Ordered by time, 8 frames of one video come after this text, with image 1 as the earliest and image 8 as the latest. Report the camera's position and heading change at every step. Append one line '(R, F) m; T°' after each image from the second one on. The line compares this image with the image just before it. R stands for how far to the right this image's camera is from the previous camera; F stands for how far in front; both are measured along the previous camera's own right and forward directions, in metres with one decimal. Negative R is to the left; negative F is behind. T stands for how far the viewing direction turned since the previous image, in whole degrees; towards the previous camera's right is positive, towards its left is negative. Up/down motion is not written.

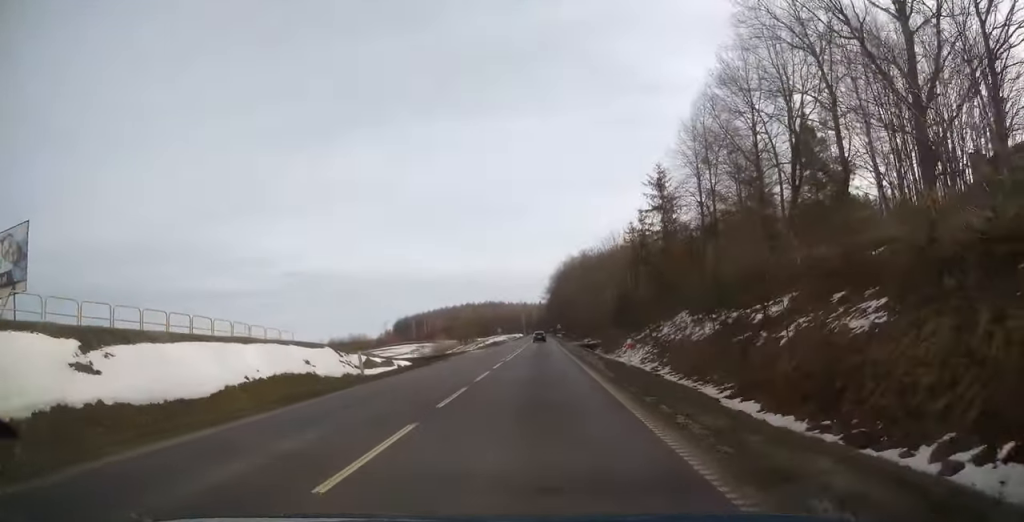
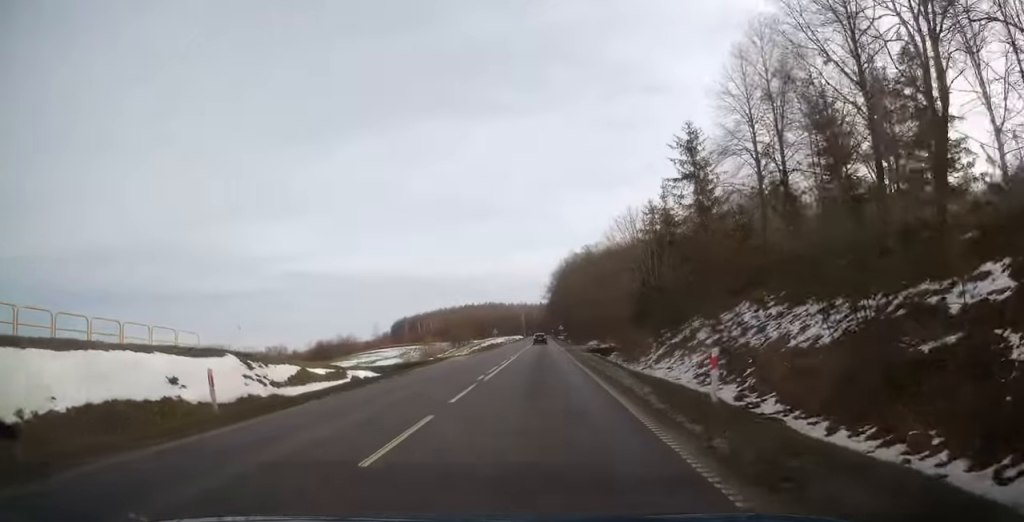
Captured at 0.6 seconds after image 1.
(+0.1, +10.7) m; +1°
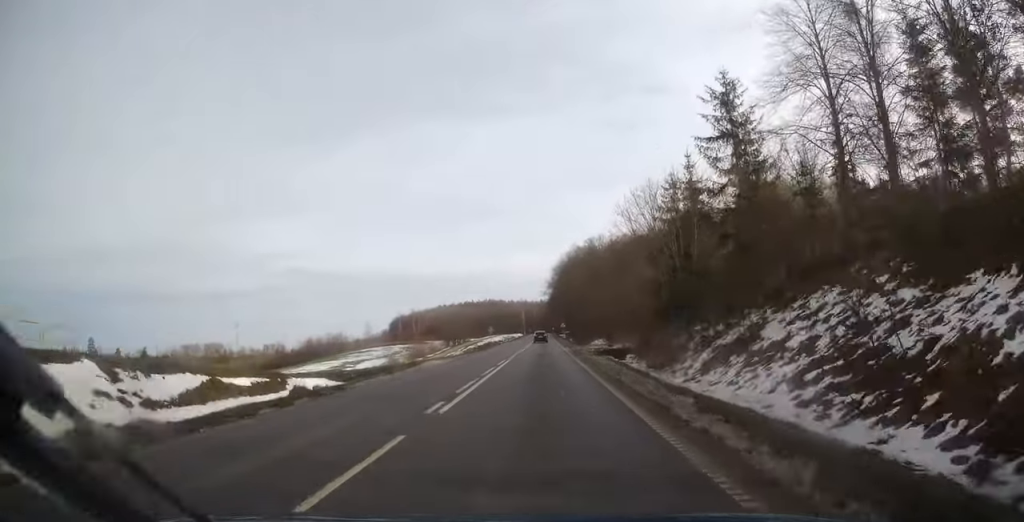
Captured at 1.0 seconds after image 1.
(+0.1, +8.2) m; +1°
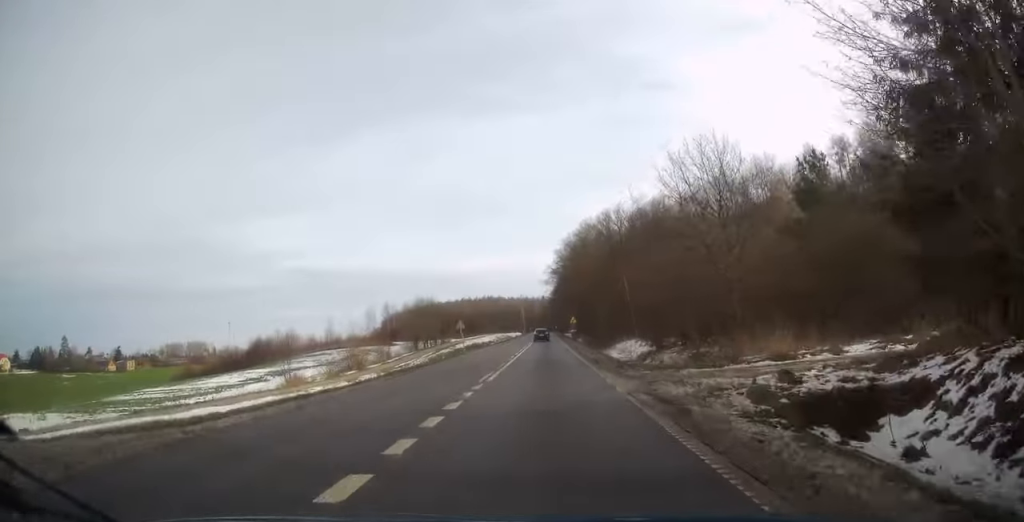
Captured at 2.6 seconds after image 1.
(-0.3, +30.6) m; -1°
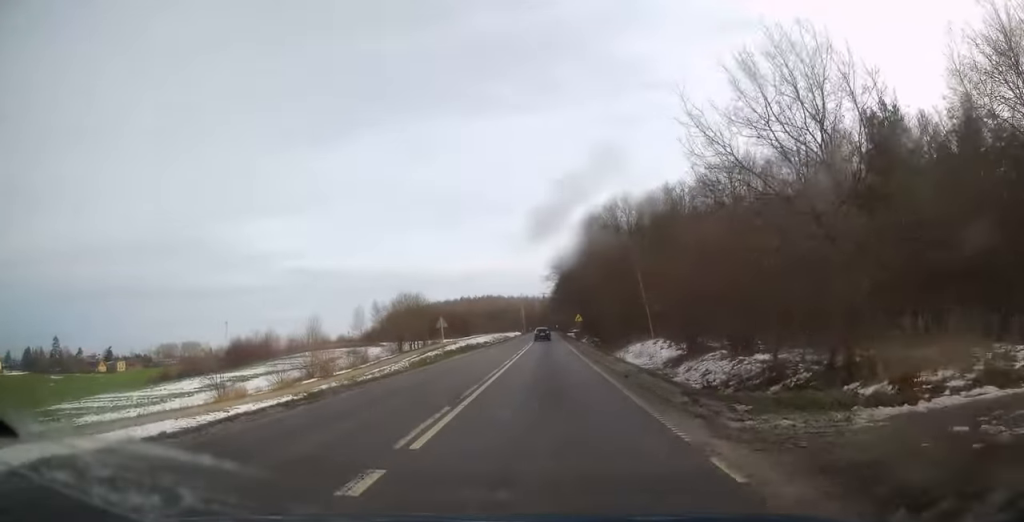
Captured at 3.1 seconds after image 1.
(-0.2, +9.7) m; 0°
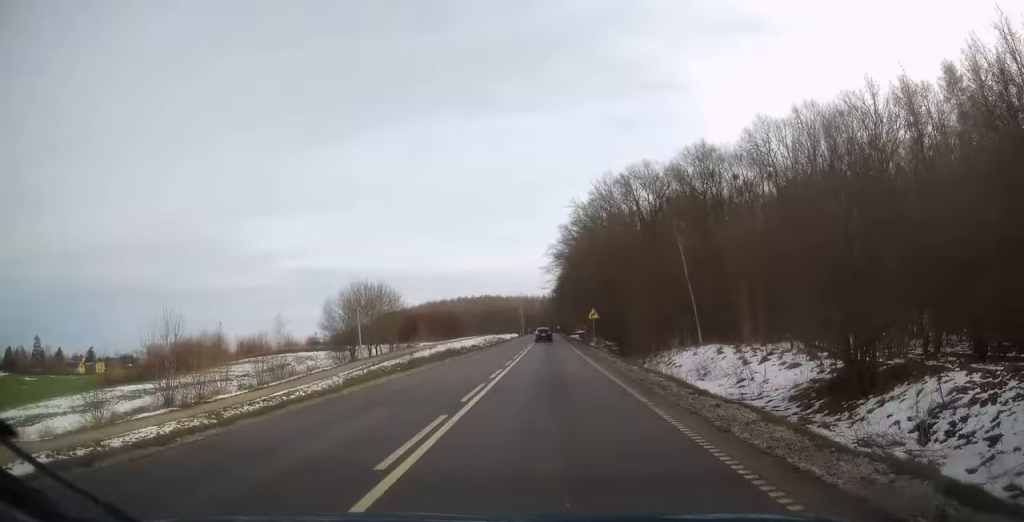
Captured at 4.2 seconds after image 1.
(+0.4, +18.8) m; 0°
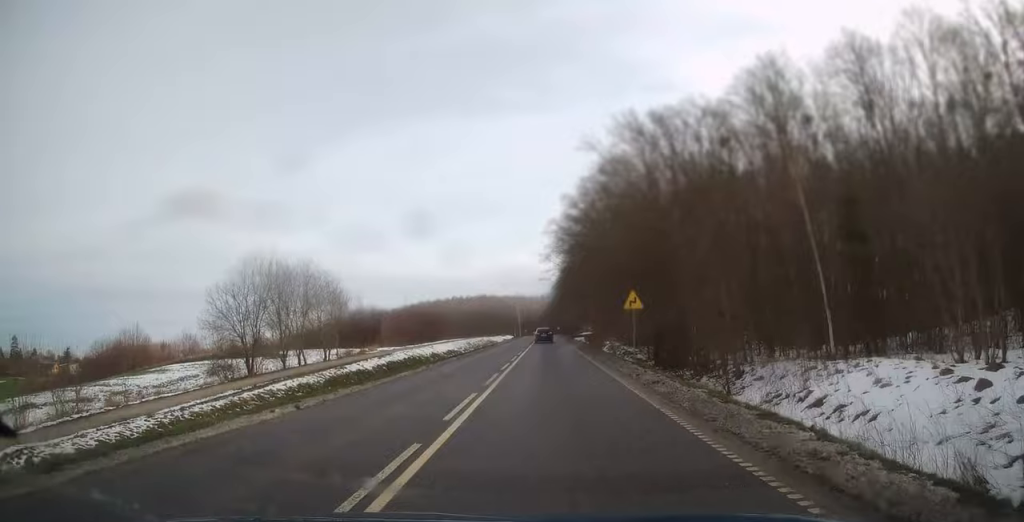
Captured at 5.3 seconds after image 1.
(-0.4, +20.4) m; 0°
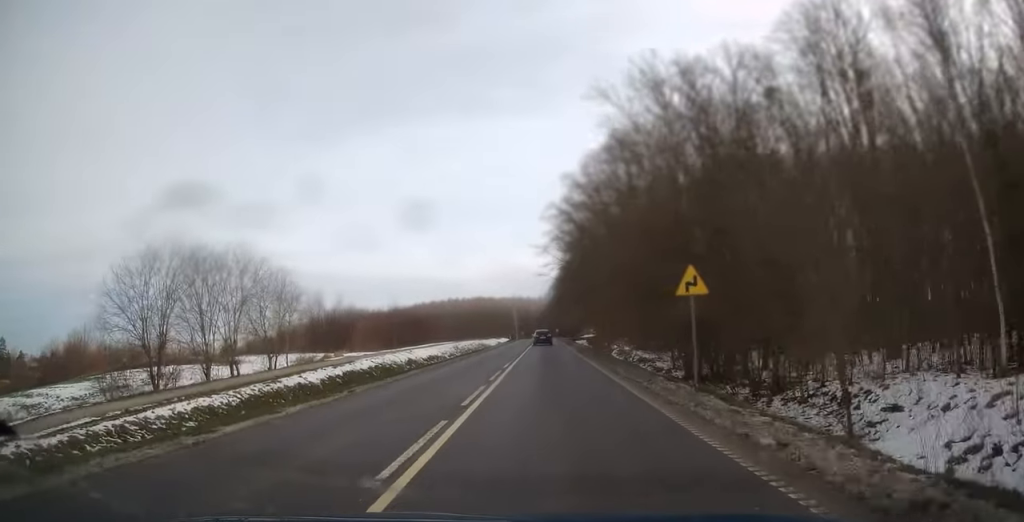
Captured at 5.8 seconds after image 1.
(+0.3, +9.9) m; 0°
